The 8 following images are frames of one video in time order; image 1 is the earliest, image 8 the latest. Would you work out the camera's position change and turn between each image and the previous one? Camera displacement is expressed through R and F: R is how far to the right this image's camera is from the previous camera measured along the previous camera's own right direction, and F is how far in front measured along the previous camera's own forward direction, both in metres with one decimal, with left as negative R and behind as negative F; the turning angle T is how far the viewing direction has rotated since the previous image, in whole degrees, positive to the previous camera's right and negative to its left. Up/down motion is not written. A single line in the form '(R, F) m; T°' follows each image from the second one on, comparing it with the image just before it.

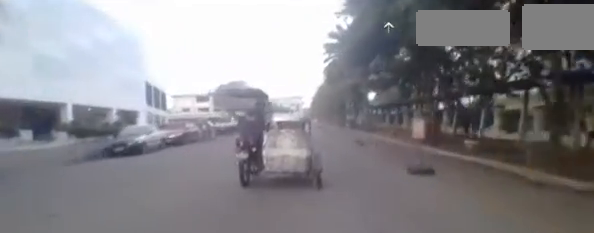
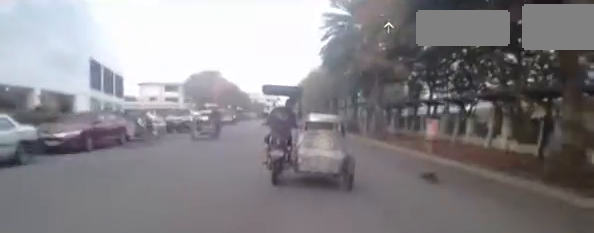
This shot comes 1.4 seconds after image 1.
(+0.7, +8.5) m; +6°
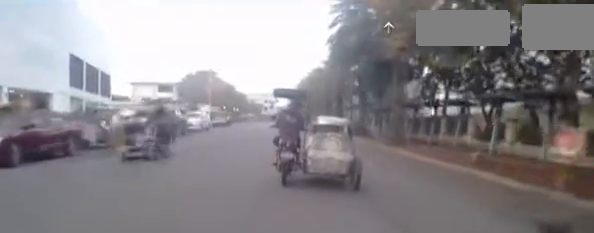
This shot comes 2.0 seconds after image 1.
(0.0, +3.9) m; 0°
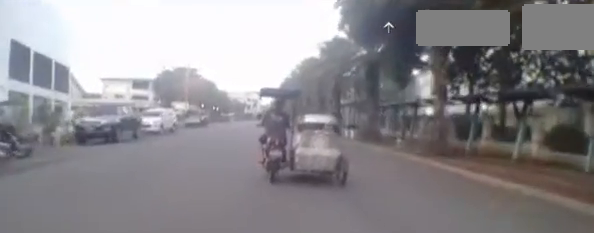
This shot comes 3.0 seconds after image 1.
(0.0, +6.4) m; +1°
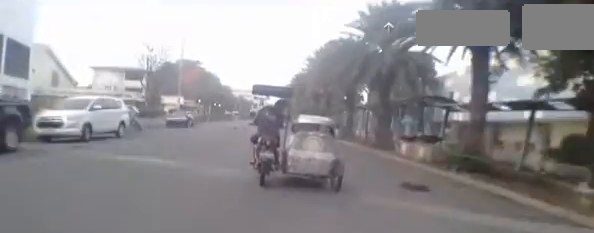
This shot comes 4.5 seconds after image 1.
(+0.2, +10.0) m; +1°
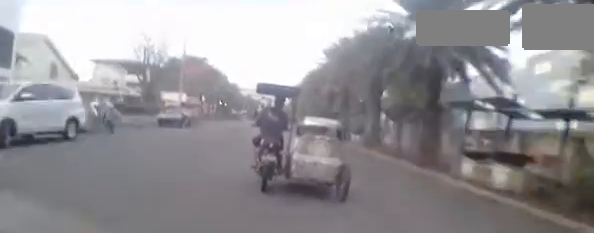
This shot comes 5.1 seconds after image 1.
(+0.1, +4.5) m; -4°
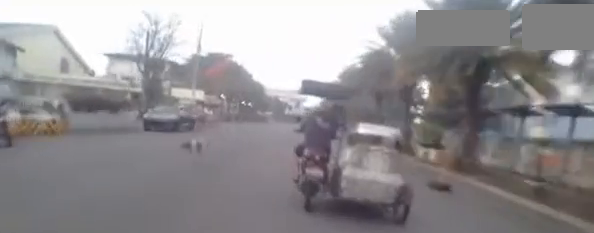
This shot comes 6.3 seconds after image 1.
(-0.8, +8.7) m; -3°
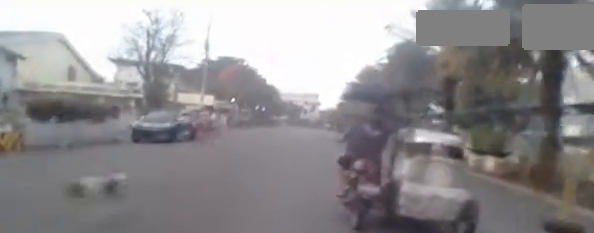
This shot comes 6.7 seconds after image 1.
(+0.2, +3.9) m; +1°
